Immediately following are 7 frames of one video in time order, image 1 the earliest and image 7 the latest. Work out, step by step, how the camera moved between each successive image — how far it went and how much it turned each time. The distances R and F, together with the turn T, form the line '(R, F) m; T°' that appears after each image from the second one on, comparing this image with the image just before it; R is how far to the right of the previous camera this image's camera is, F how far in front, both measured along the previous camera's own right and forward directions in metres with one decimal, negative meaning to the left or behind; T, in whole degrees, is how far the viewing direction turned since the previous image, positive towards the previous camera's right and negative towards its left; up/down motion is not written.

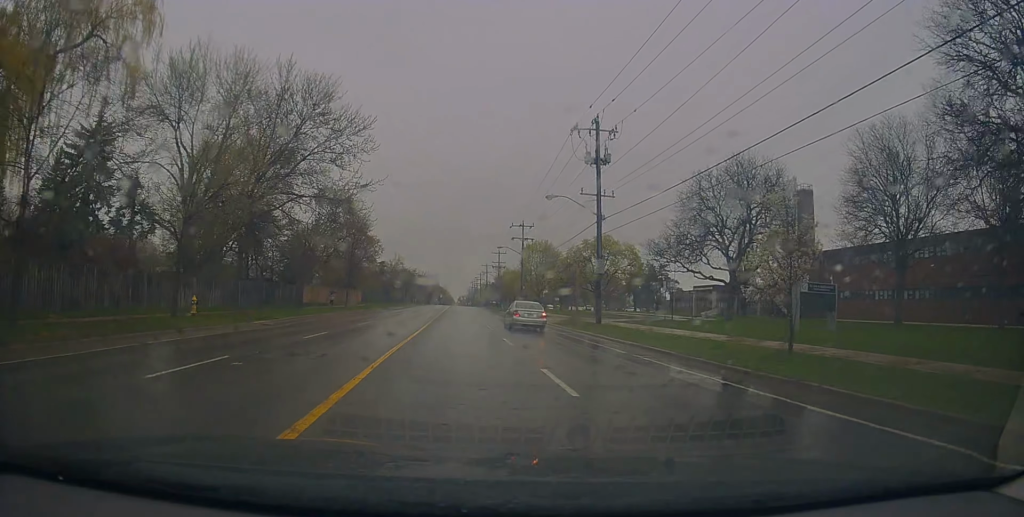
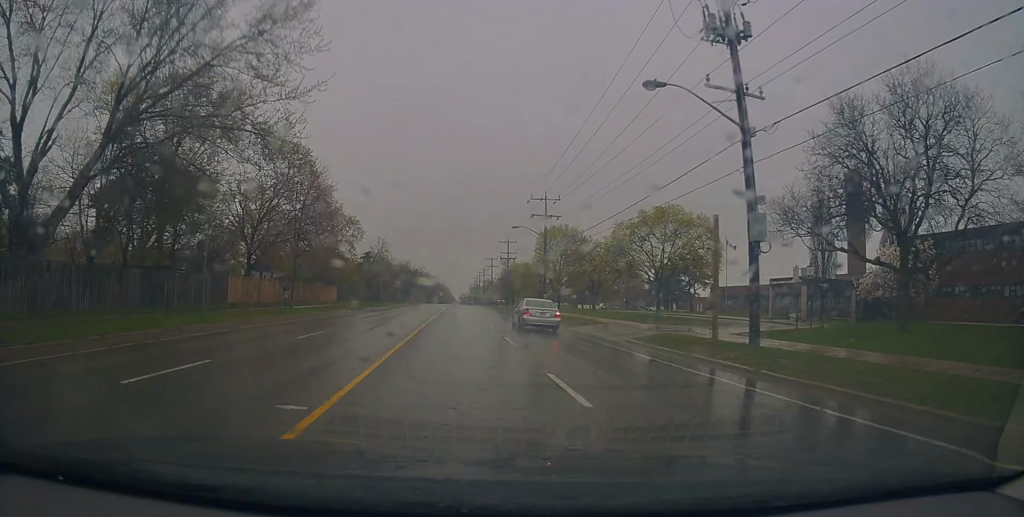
(+0.4, +19.1) m; +2°
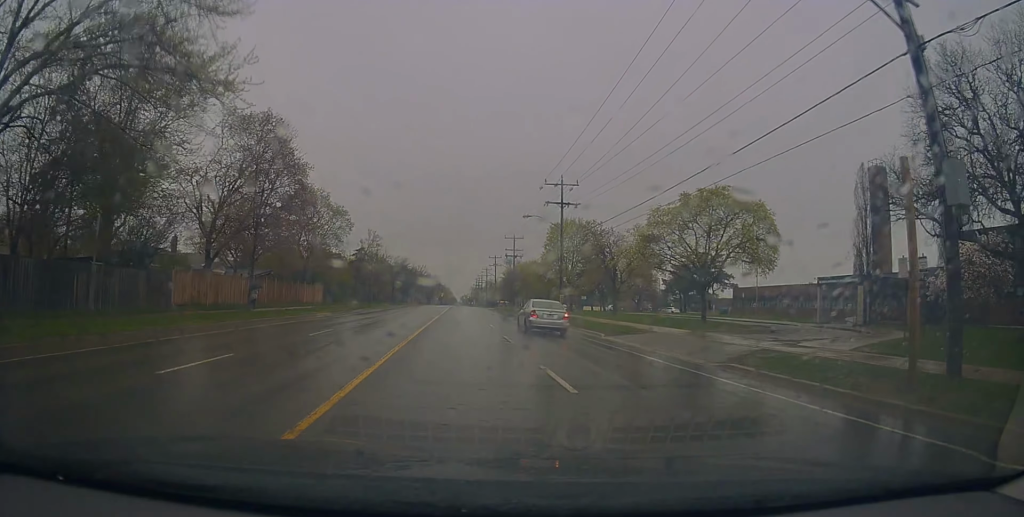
(-0.1, +8.1) m; -1°
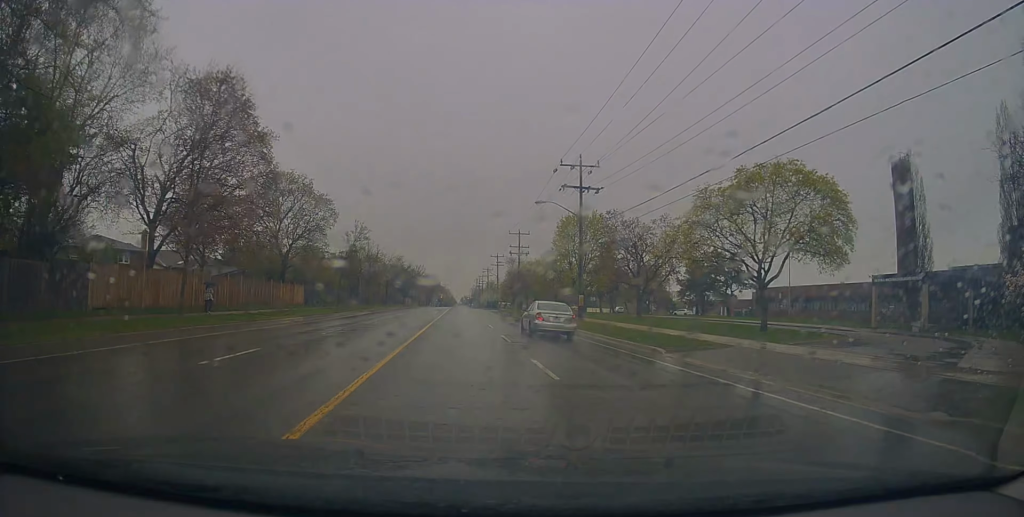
(-0.1, +7.4) m; -1°
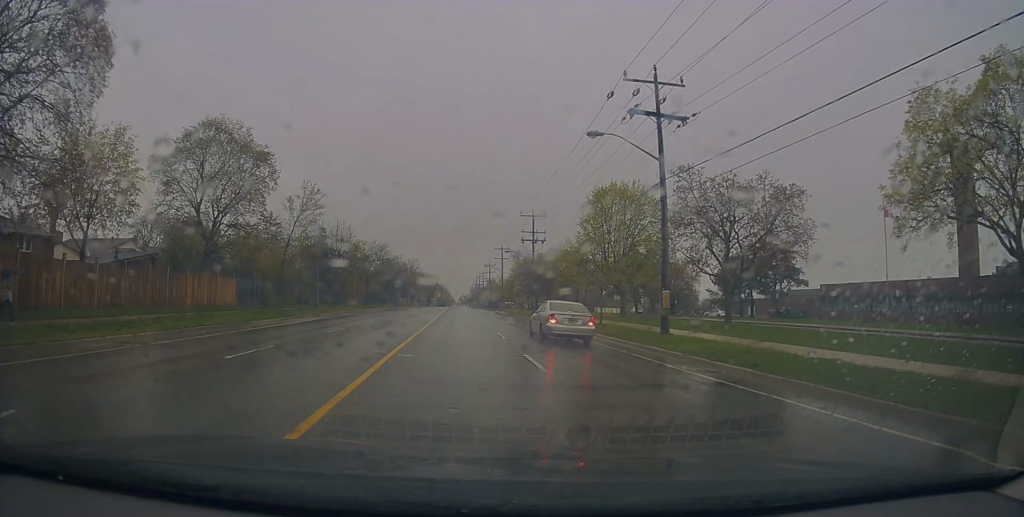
(-0.2, +16.9) m; -1°
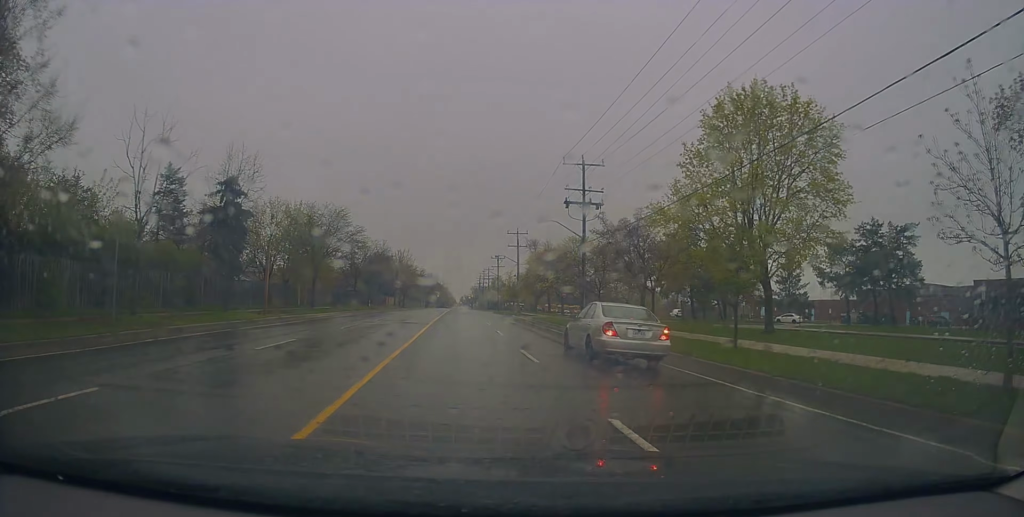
(-0.1, +25.2) m; +2°
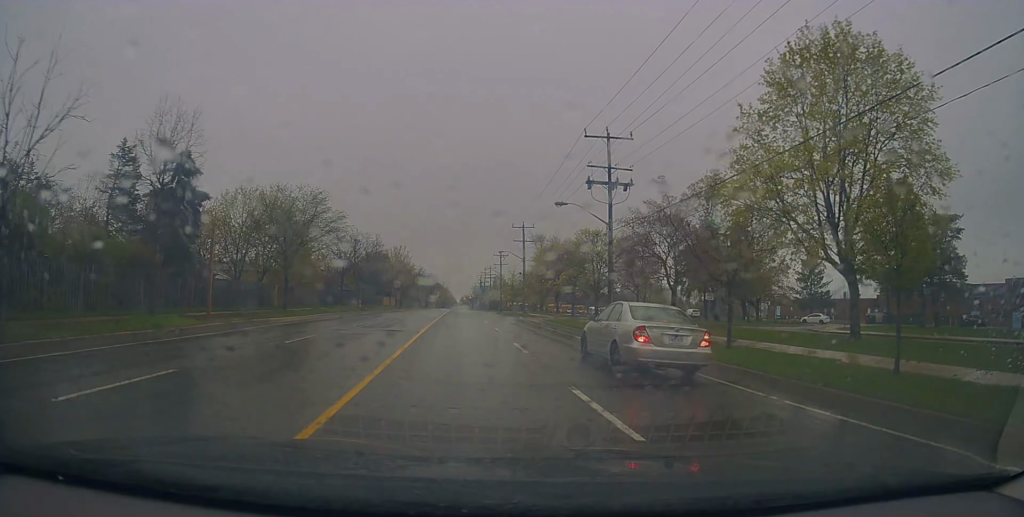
(+0.4, +6.9) m; 0°
